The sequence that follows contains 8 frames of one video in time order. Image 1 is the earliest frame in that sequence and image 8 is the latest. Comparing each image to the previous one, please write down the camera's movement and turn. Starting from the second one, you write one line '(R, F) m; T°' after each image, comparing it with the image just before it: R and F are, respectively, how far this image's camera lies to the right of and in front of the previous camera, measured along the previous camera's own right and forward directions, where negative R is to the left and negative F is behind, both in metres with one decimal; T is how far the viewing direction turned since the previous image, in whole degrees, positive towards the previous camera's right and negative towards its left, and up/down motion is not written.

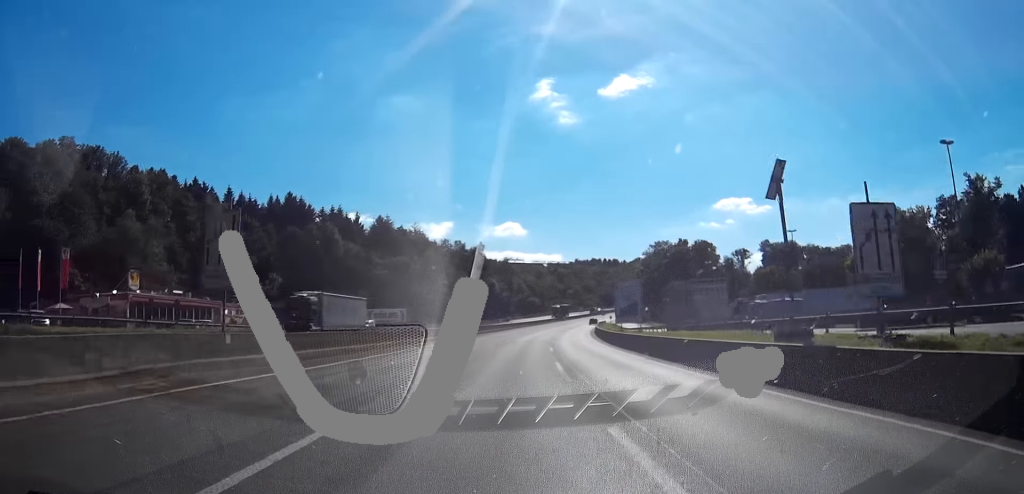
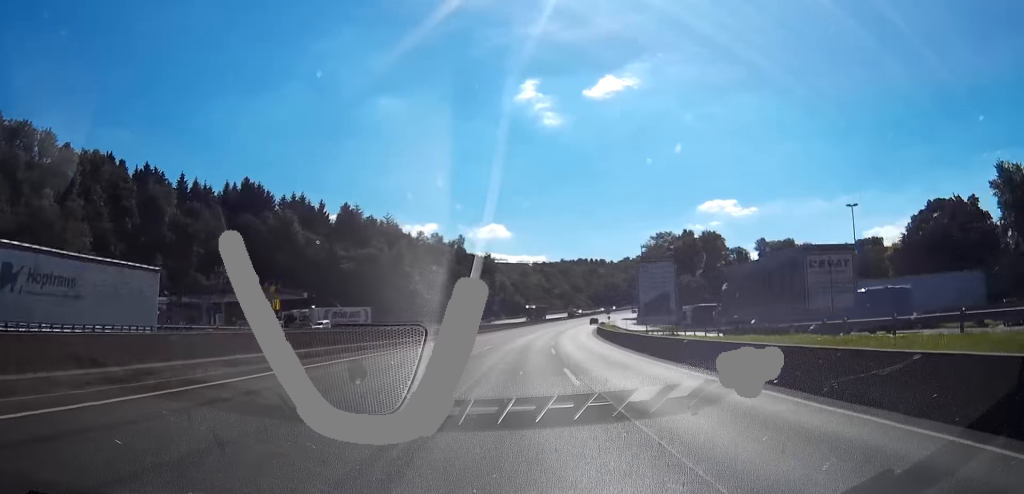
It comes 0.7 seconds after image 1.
(+2.4, +22.0) m; +4°
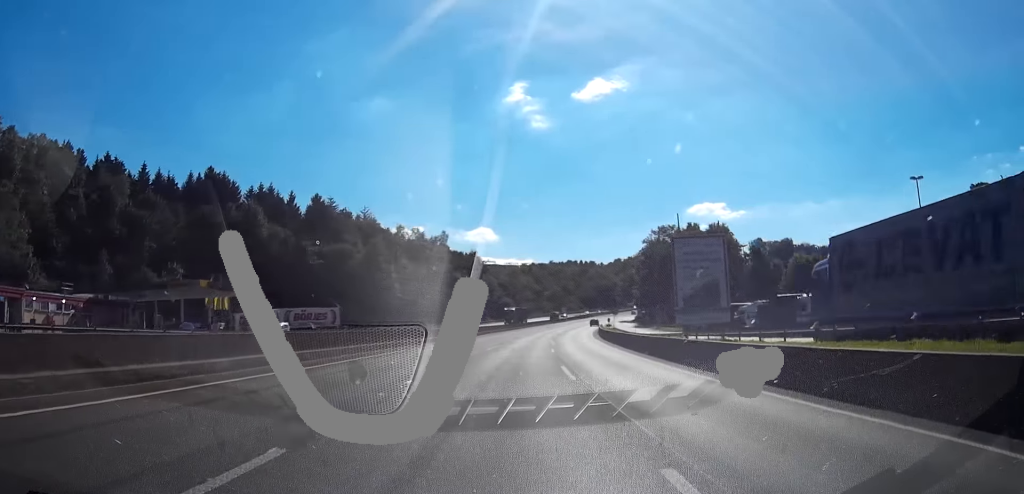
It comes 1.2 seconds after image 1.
(+0.7, +15.8) m; +2°
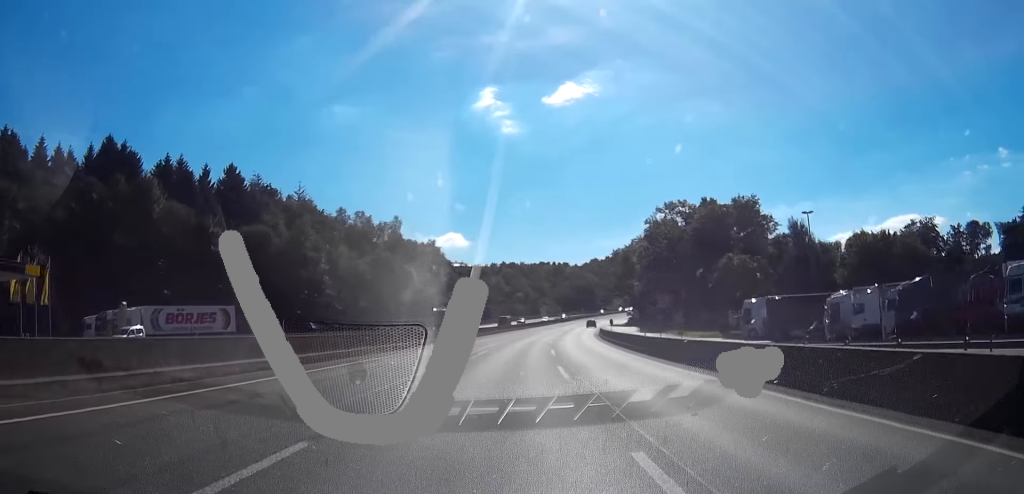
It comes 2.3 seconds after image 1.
(-0.6, +34.7) m; 0°
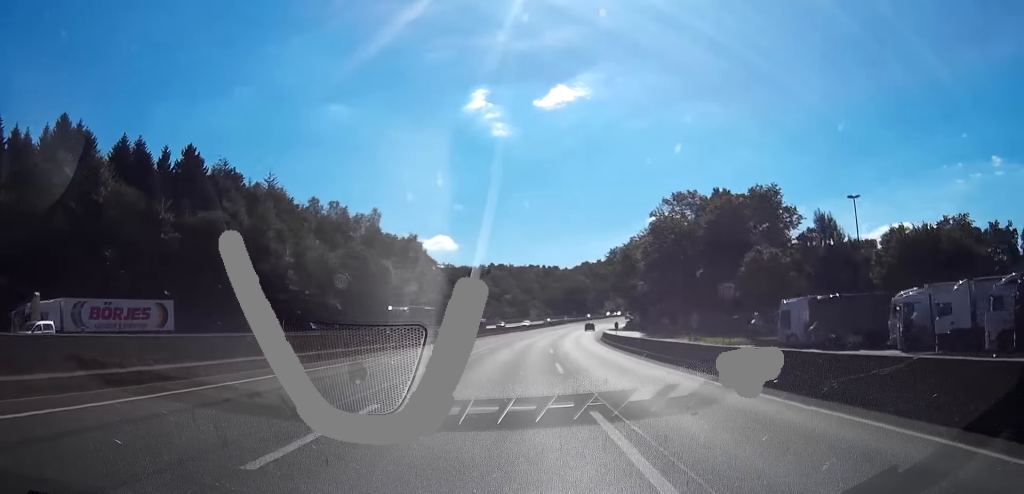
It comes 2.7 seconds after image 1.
(+0.3, +13.7) m; +1°
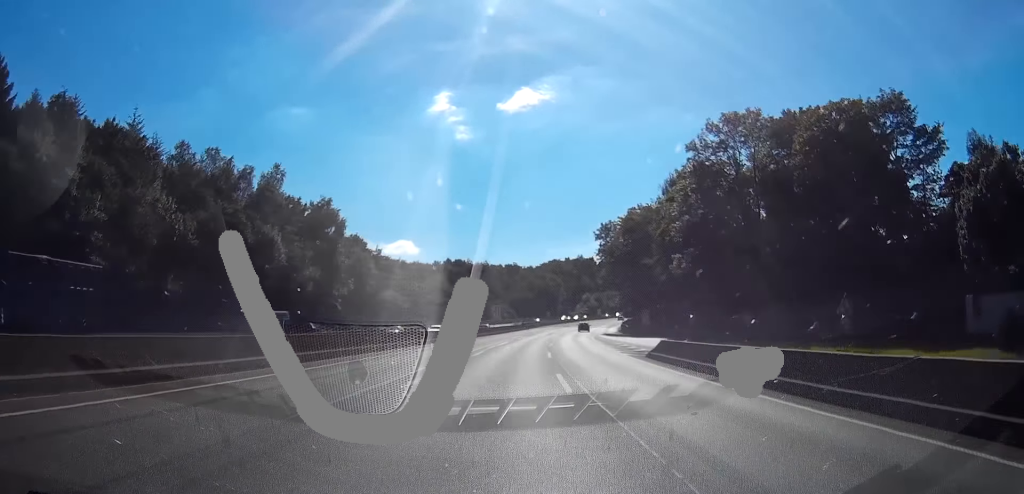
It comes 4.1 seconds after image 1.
(+0.7, +44.2) m; +4°
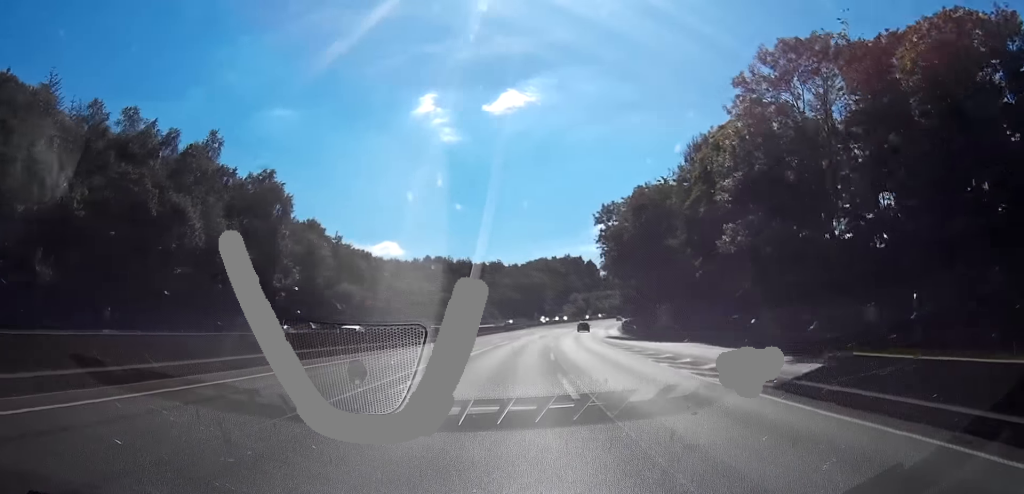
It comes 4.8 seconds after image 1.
(+1.0, +19.9) m; +2°
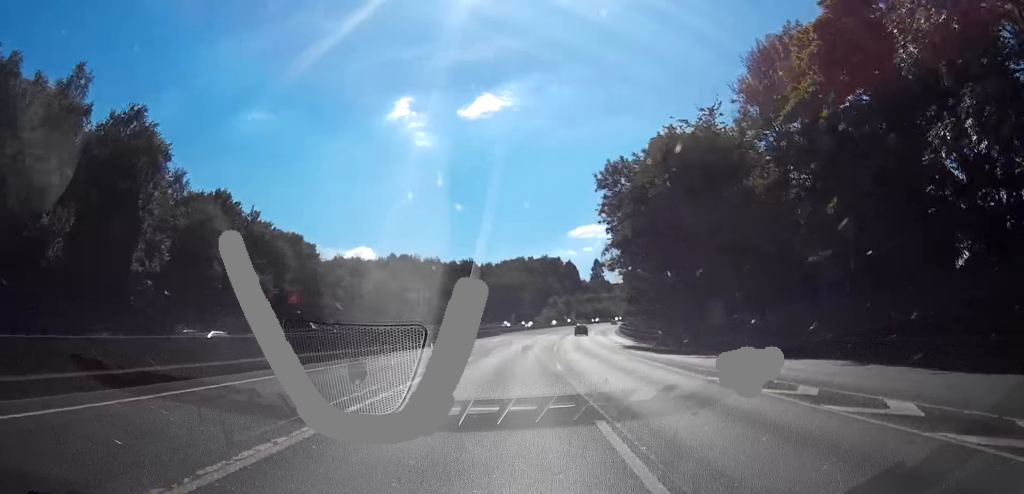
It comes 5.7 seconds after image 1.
(+0.4, +28.2) m; +1°
